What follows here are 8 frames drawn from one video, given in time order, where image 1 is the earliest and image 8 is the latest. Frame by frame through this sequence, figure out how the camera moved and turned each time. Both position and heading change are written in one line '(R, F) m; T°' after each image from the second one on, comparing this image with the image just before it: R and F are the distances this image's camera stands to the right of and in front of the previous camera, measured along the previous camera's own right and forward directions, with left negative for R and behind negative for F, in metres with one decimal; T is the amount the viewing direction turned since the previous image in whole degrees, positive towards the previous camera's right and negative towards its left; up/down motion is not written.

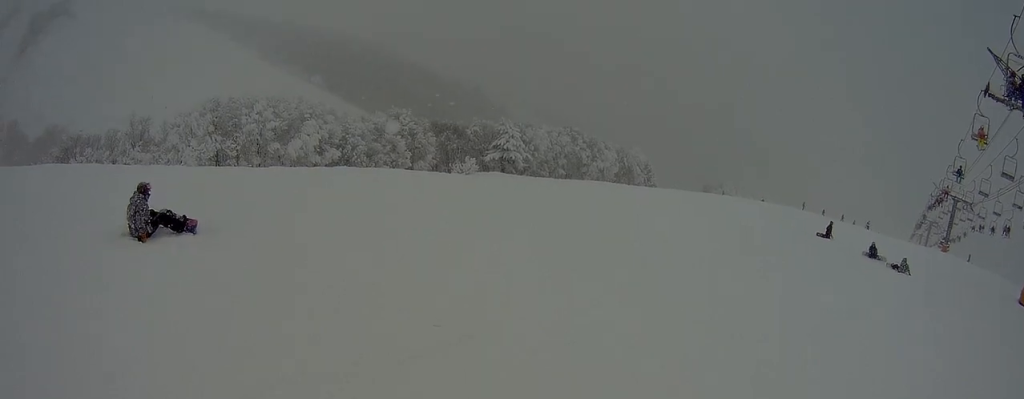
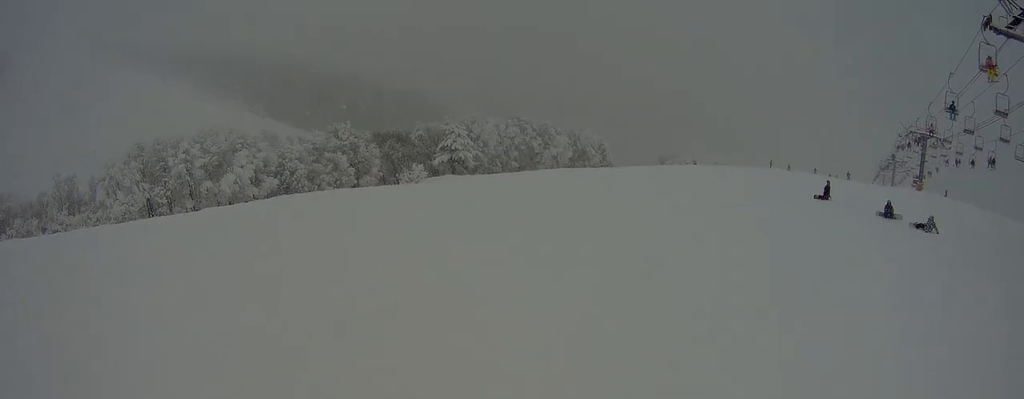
(-0.2, +3.5) m; +15°
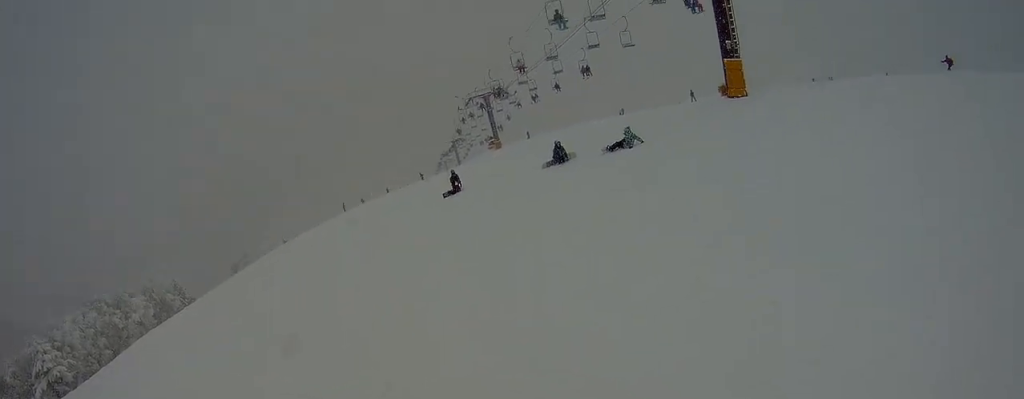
(+2.0, +4.7) m; +46°
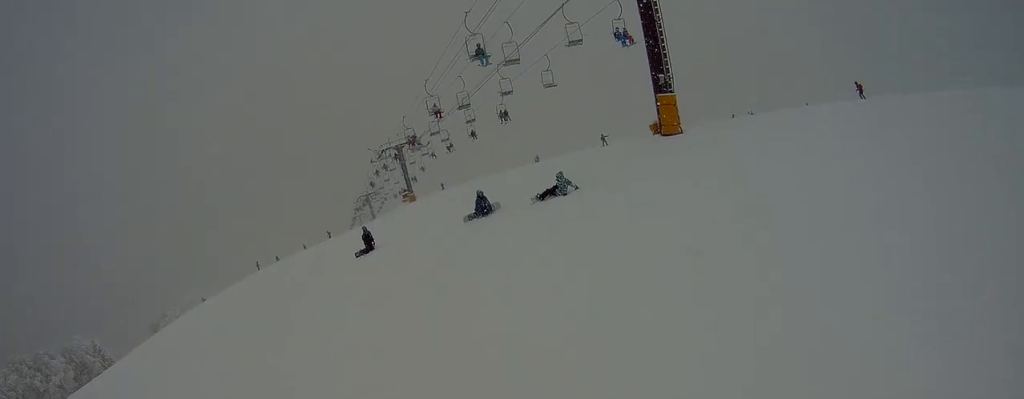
(+0.7, +2.5) m; +13°
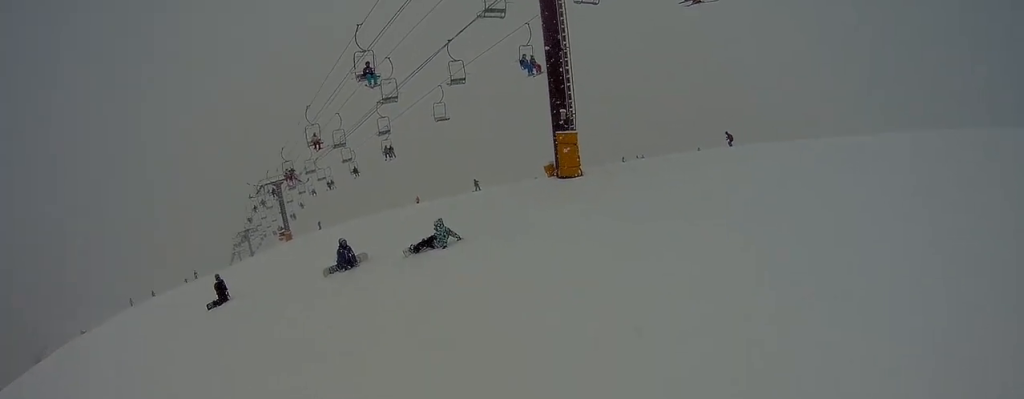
(+0.1, +3.4) m; -9°
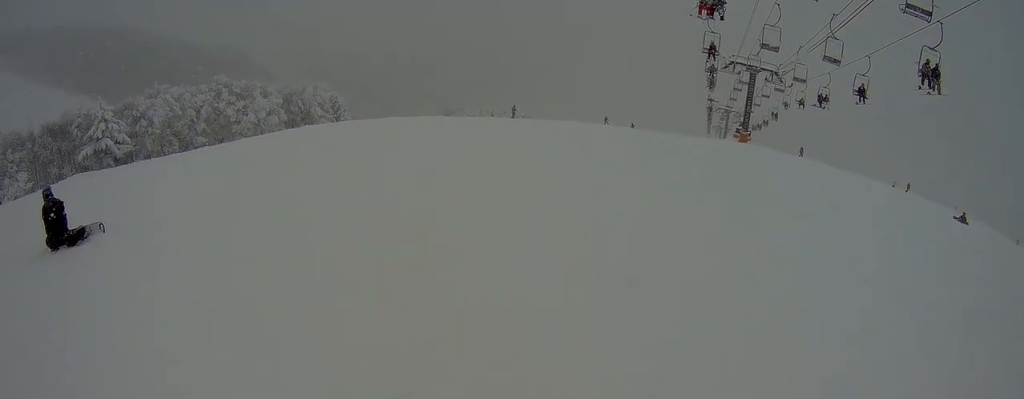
(-4.6, +19.2) m; -60°
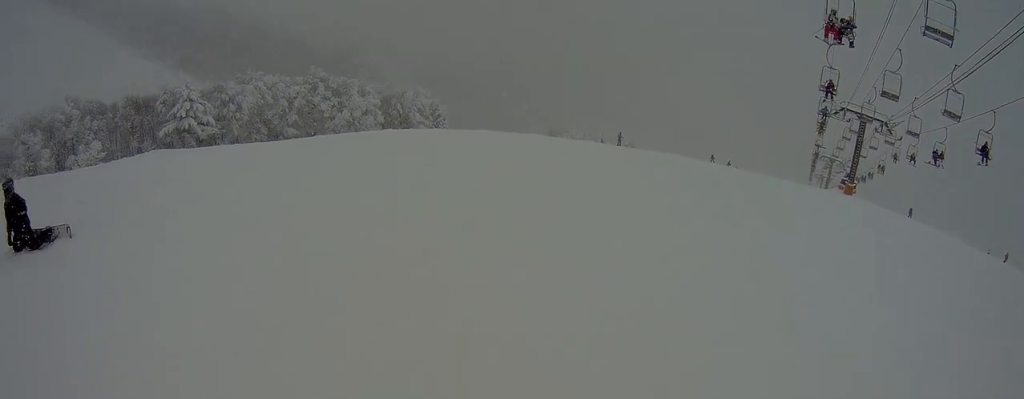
(-1.3, +1.5) m; -23°
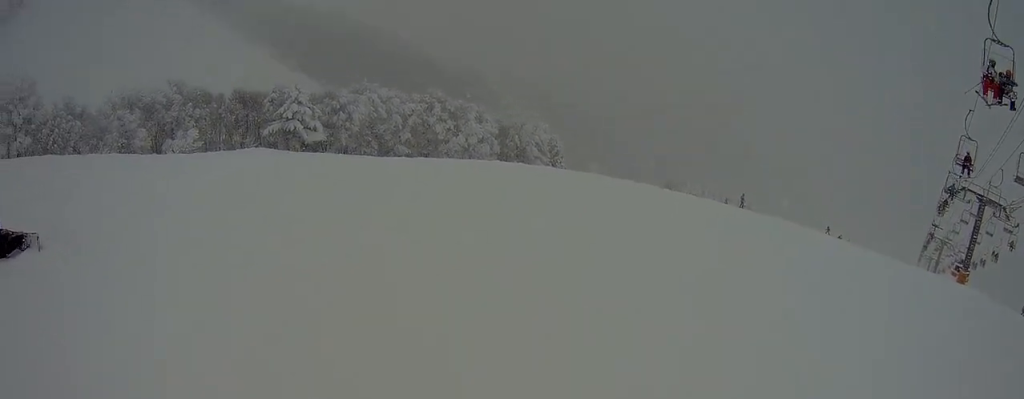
(-0.1, +2.2) m; -7°
